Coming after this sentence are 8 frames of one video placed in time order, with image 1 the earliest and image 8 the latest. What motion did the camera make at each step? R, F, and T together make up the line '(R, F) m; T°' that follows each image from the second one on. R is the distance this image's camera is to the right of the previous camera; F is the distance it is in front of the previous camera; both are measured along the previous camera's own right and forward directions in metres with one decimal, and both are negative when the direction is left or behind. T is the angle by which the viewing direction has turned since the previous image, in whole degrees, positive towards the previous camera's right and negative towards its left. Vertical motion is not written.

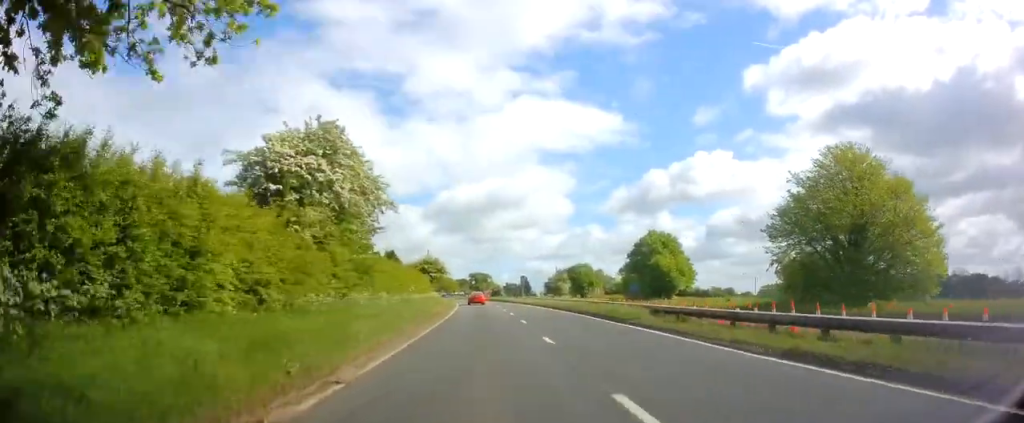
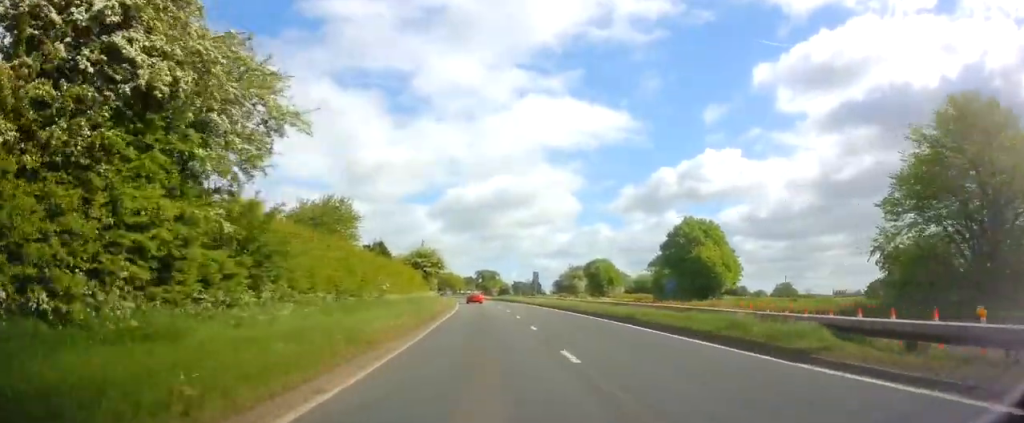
(0.0, +12.5) m; 0°
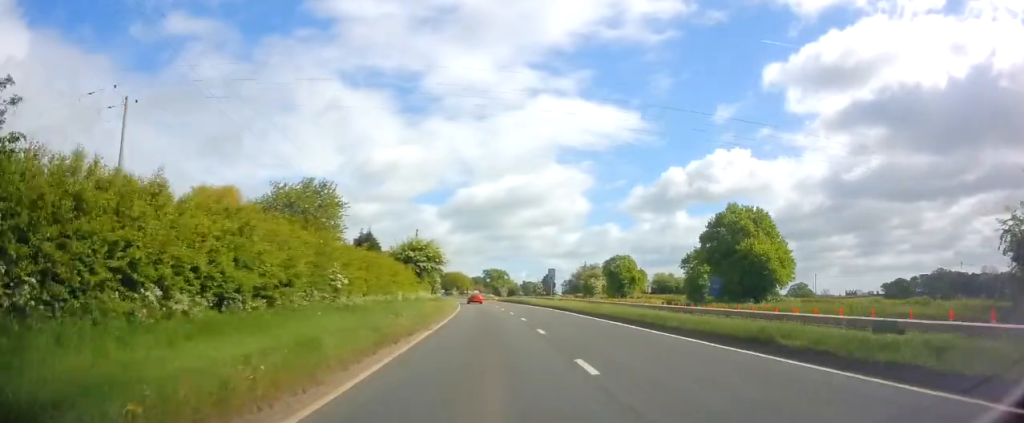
(0.0, +10.3) m; 0°
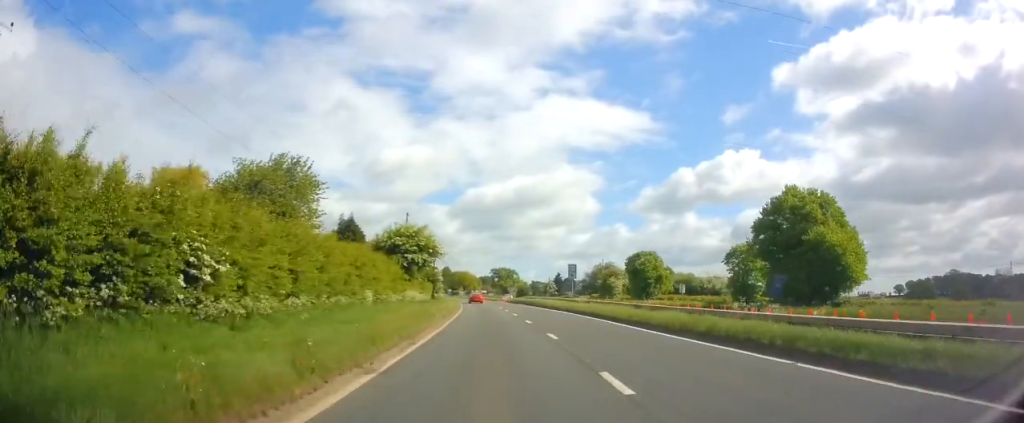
(+0.1, +10.3) m; -1°
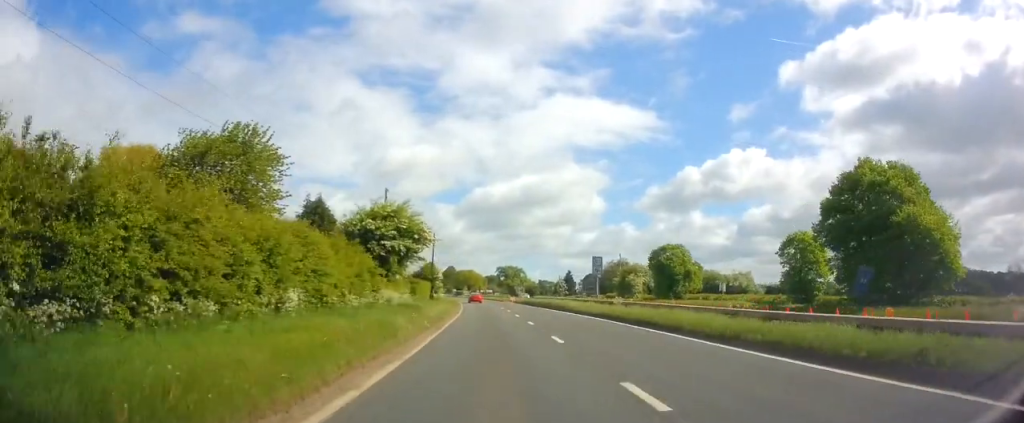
(-0.2, +9.8) m; -1°
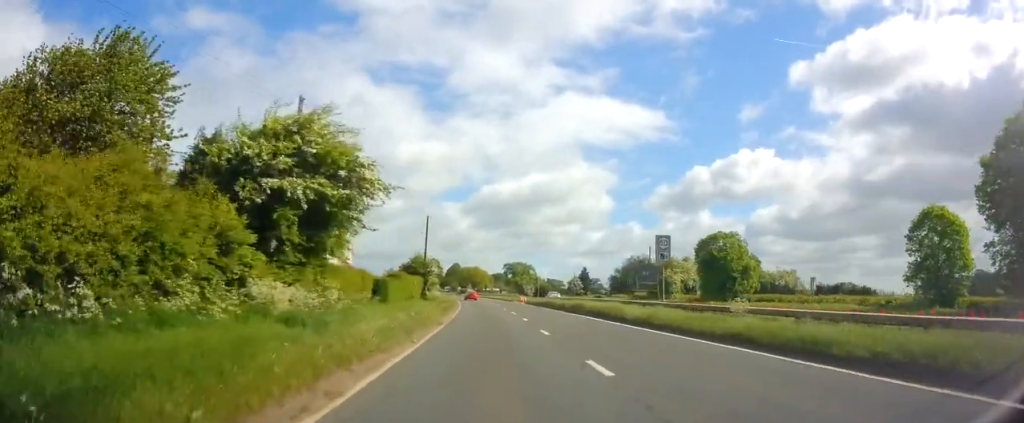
(-0.1, +15.0) m; -1°
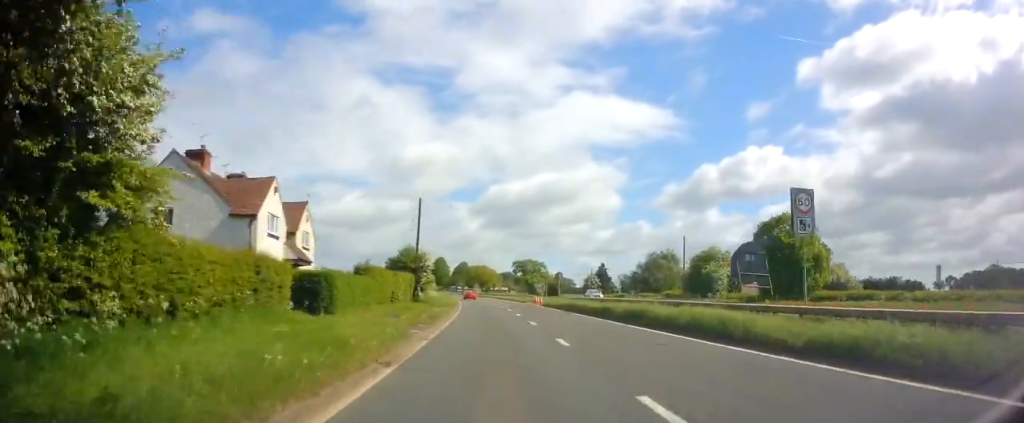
(0.0, +12.2) m; -1°
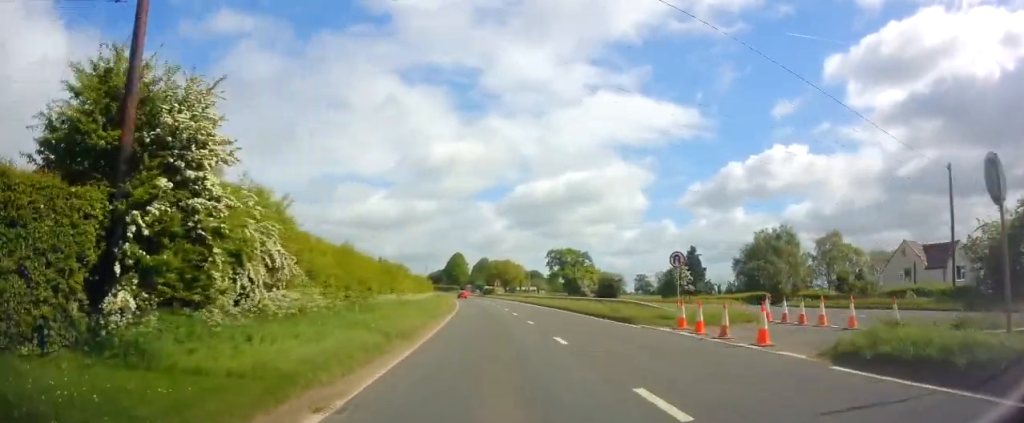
(-1.0, +43.5) m; -2°
